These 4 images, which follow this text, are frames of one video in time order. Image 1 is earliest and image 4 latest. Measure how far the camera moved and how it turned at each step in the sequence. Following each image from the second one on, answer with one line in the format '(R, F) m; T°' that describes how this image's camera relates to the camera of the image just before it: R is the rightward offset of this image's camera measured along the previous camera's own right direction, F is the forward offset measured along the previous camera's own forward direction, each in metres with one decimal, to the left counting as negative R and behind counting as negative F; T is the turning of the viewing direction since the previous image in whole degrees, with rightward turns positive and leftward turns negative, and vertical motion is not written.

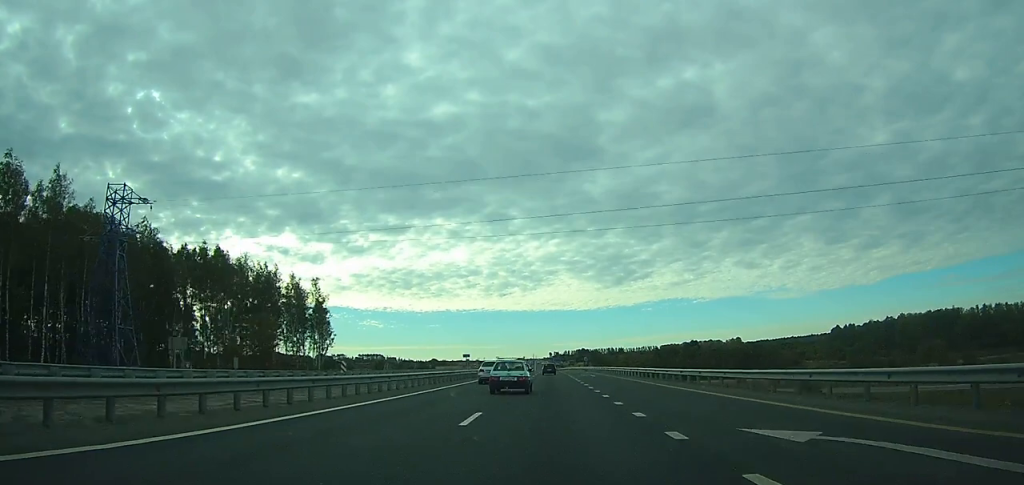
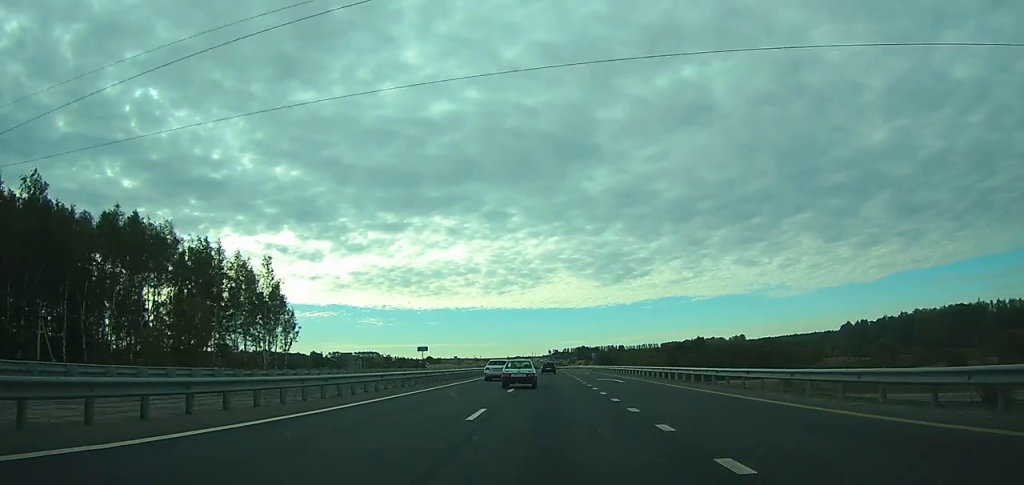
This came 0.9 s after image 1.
(-0.1, +22.0) m; 0°
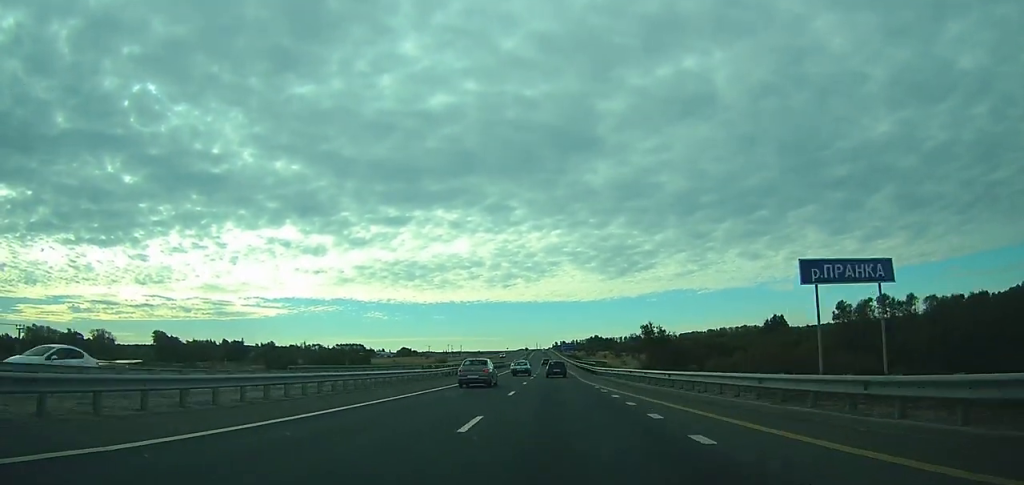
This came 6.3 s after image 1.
(-0.2, +146.9) m; 0°
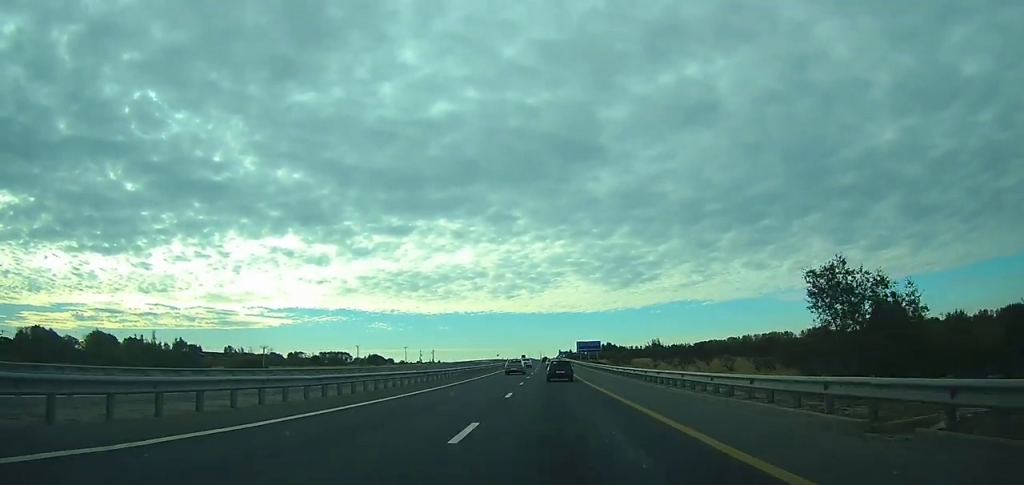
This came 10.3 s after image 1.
(+0.4, +101.6) m; 0°
